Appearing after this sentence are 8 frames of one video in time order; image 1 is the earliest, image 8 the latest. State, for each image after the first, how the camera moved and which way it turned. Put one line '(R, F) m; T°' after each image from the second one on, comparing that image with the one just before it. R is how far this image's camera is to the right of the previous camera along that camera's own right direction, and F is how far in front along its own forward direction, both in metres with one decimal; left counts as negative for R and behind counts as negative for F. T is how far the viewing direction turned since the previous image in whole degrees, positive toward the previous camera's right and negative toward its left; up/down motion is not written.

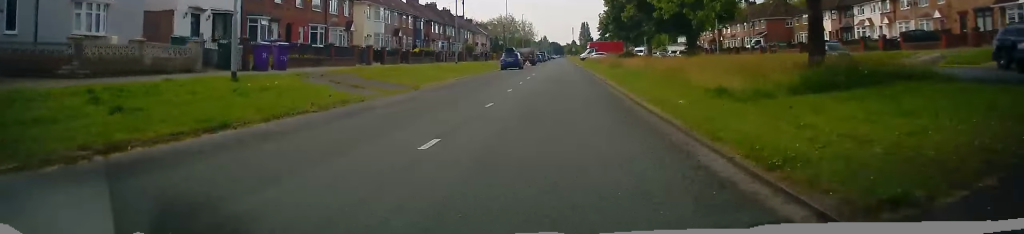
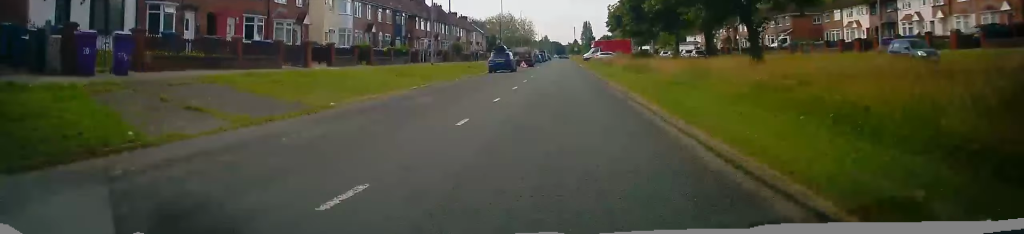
(-0.1, +9.9) m; -1°
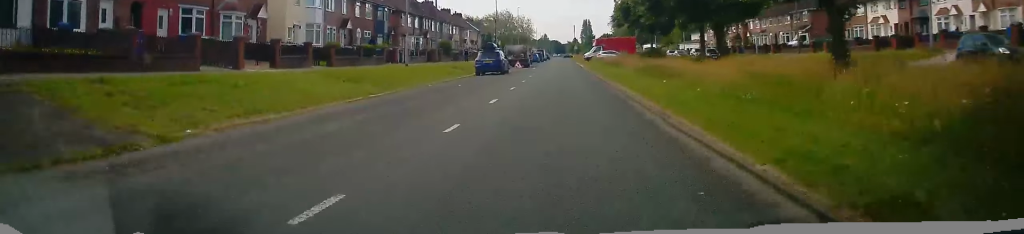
(0.0, +6.5) m; 0°
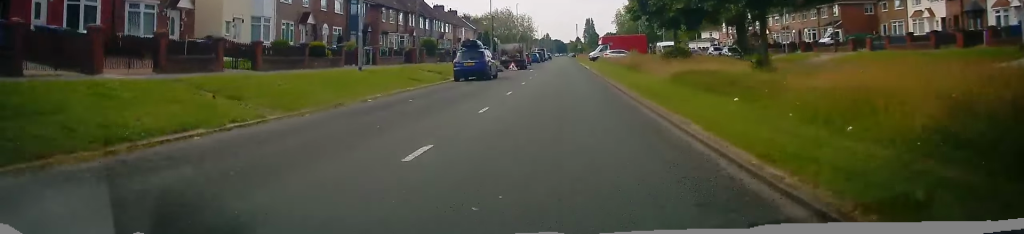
(-0.1, +8.5) m; 0°
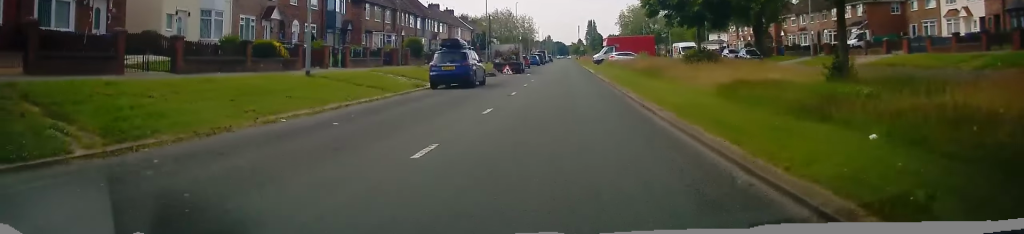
(0.0, +5.8) m; 0°
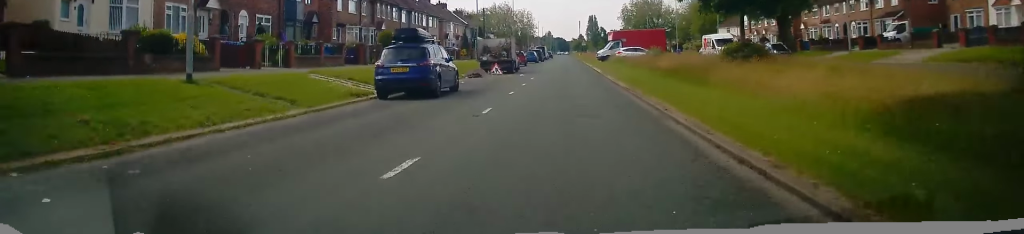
(0.0, +7.4) m; 0°
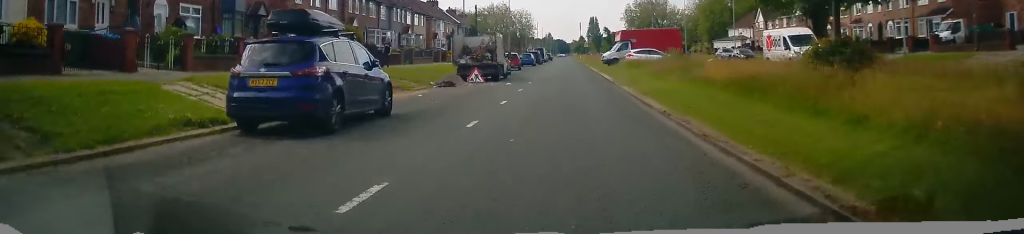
(0.0, +8.3) m; 0°
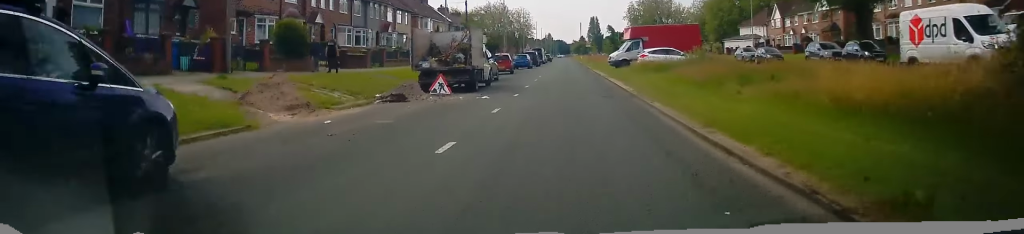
(0.0, +7.9) m; 0°
